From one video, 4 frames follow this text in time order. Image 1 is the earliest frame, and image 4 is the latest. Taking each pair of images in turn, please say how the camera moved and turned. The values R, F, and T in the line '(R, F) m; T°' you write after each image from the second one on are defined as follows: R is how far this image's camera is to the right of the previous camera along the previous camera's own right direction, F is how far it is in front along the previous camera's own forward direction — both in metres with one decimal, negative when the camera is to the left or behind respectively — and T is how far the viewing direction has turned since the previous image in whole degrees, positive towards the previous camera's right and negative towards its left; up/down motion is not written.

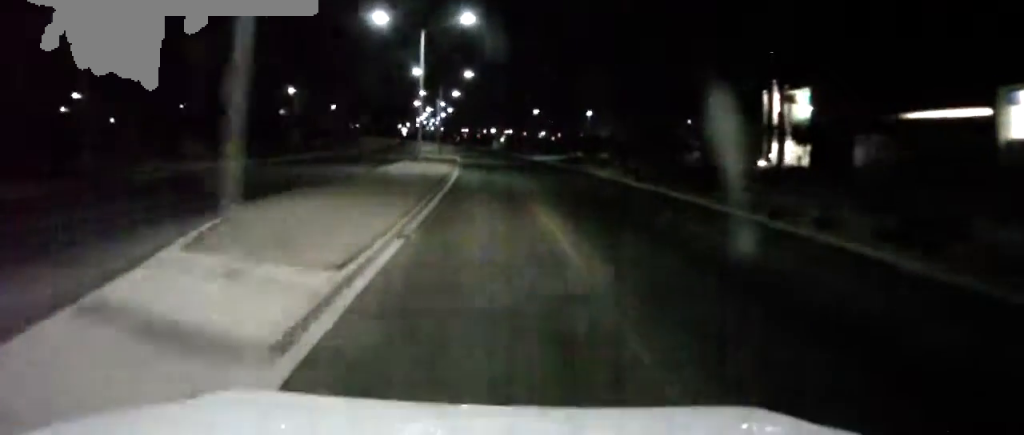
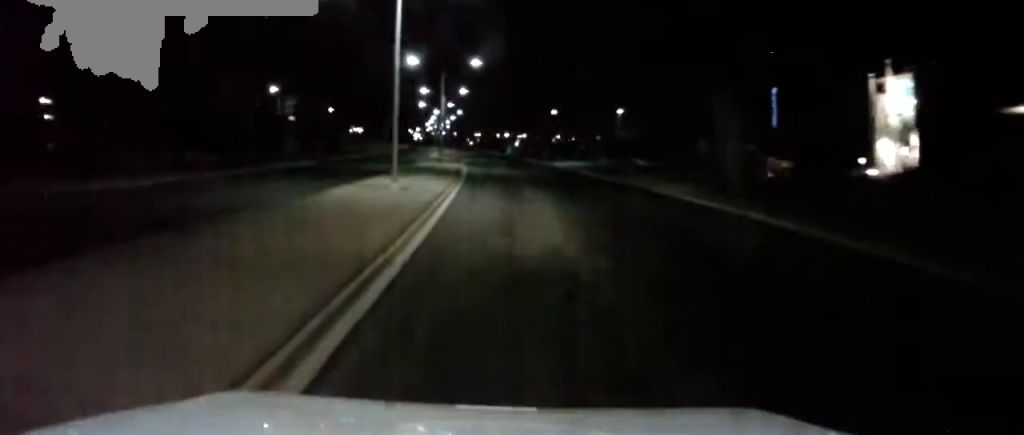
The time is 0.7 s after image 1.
(-0.1, +14.7) m; -1°
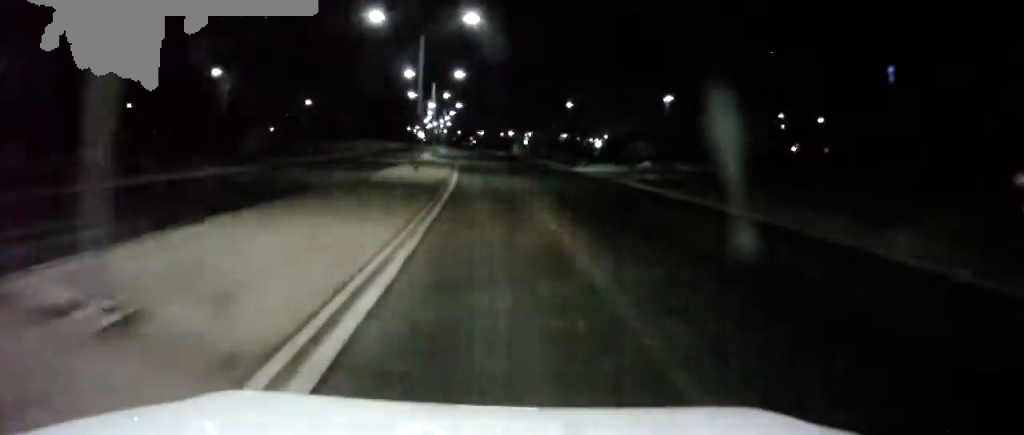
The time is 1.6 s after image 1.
(-0.3, +21.5) m; -2°
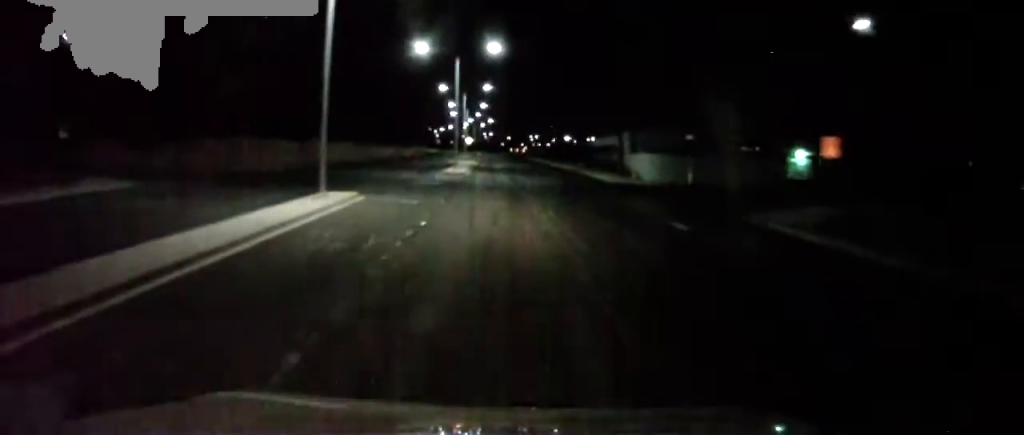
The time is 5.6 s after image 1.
(-3.3, +87.0) m; -3°
